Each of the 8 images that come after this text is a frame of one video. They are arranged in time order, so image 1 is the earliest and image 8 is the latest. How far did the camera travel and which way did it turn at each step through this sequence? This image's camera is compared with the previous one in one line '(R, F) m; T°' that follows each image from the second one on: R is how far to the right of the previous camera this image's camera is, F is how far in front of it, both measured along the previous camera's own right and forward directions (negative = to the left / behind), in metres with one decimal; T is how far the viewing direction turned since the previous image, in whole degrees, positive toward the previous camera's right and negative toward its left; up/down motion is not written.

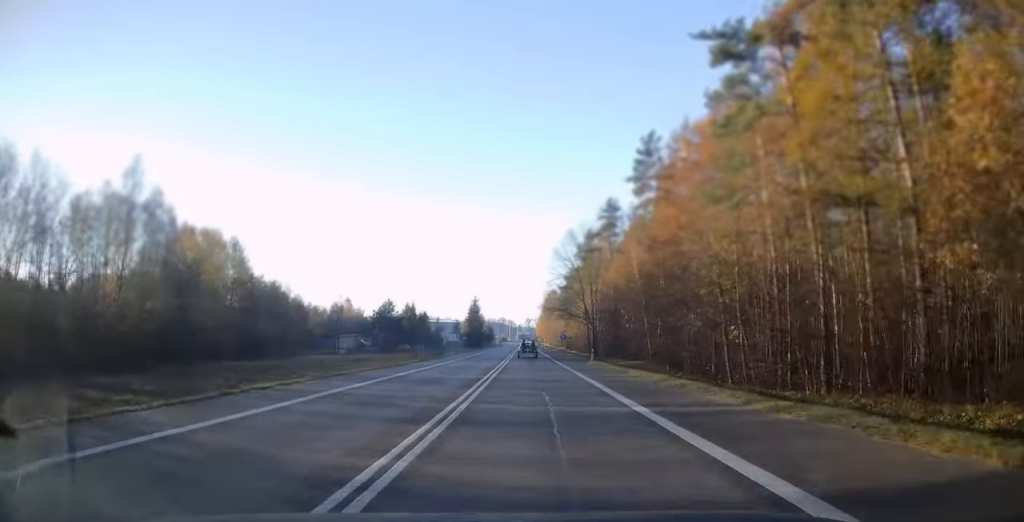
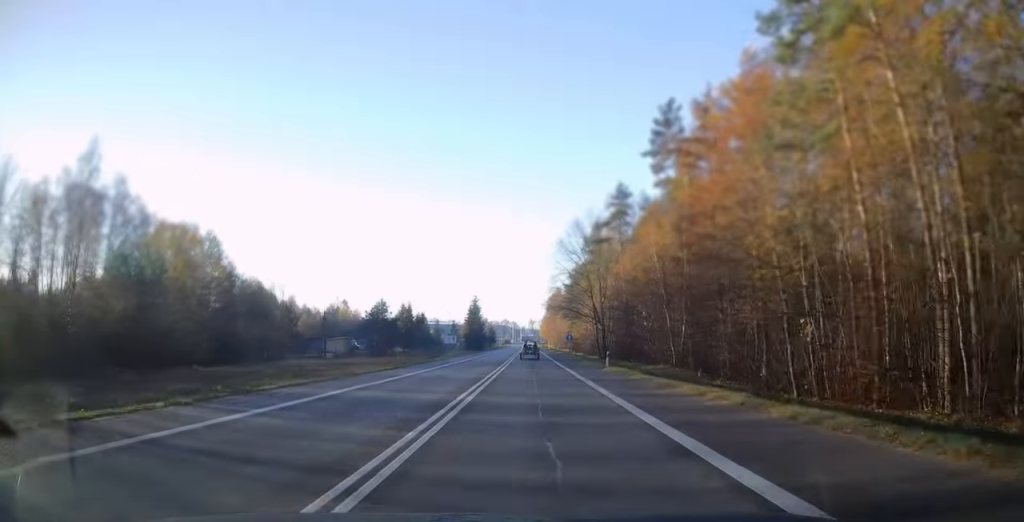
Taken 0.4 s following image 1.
(0.0, +8.1) m; 0°
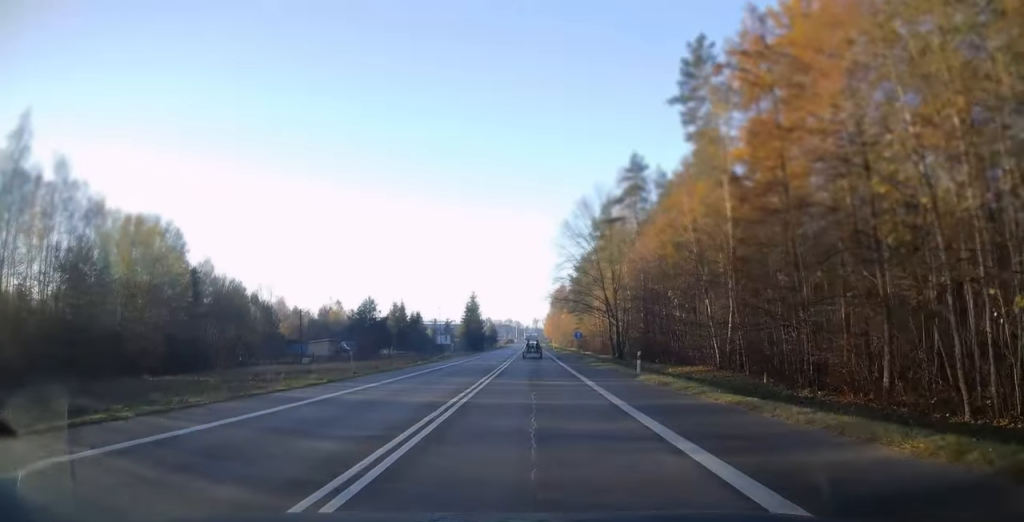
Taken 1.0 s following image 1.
(0.0, +10.7) m; 0°
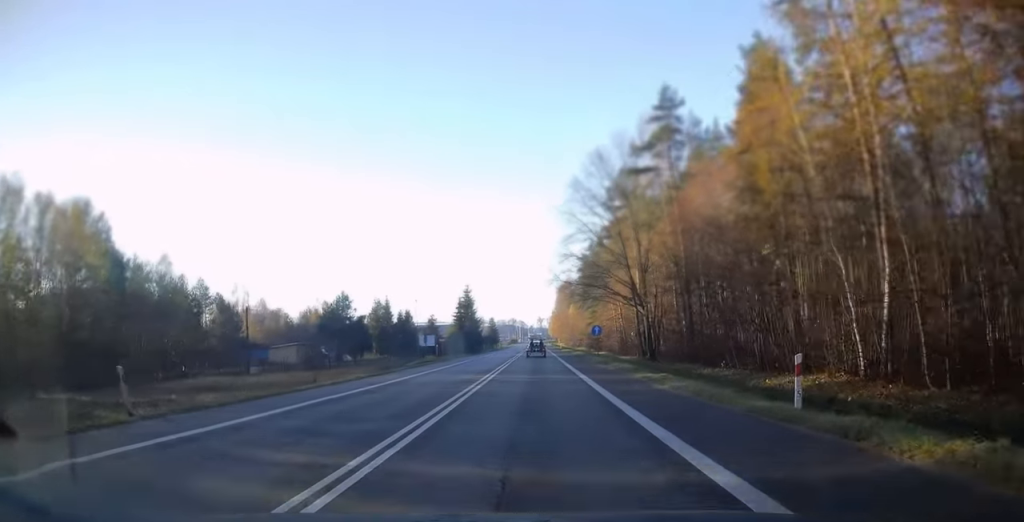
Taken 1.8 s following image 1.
(-0.1, +16.5) m; 0°
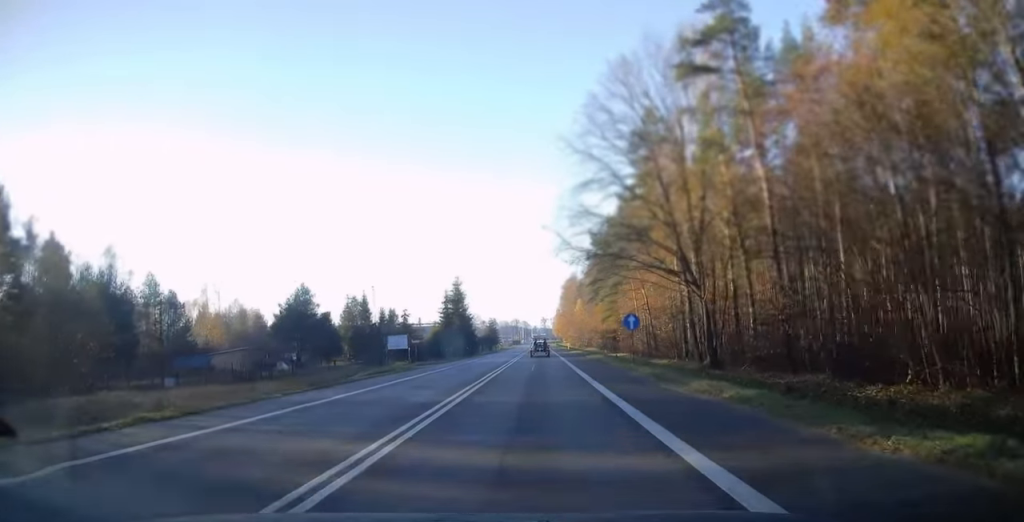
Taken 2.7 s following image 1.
(0.0, +16.8) m; 0°
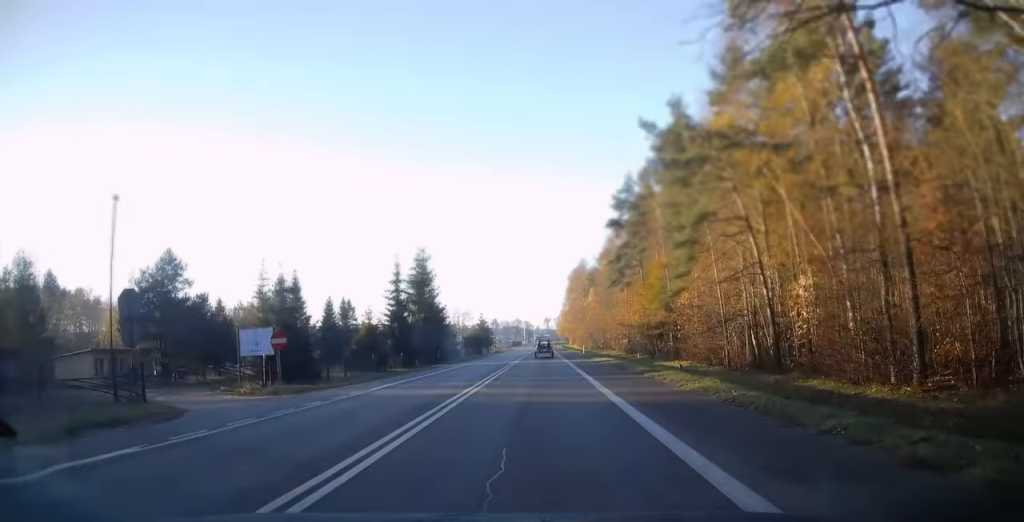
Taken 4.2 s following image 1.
(-0.1, +29.7) m; 0°
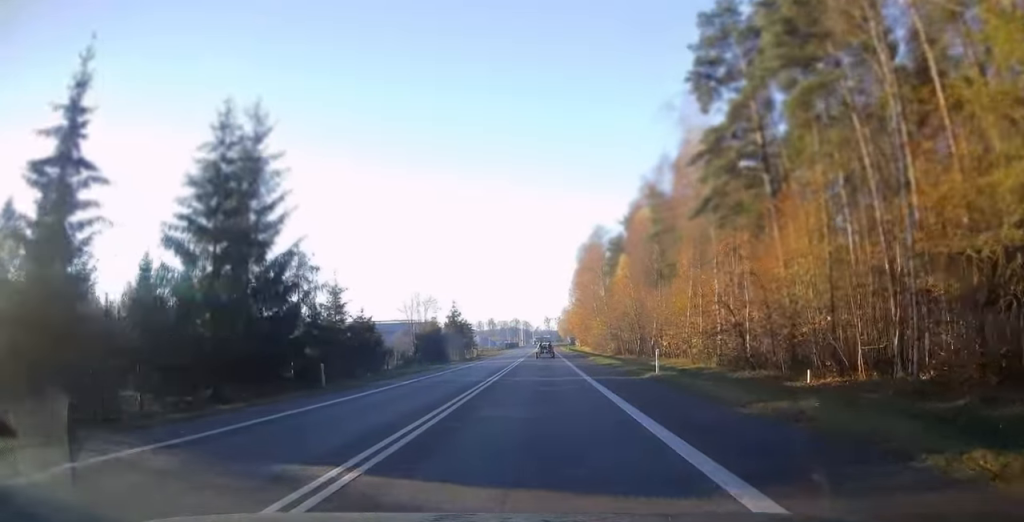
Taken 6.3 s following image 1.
(0.0, +41.1) m; 0°
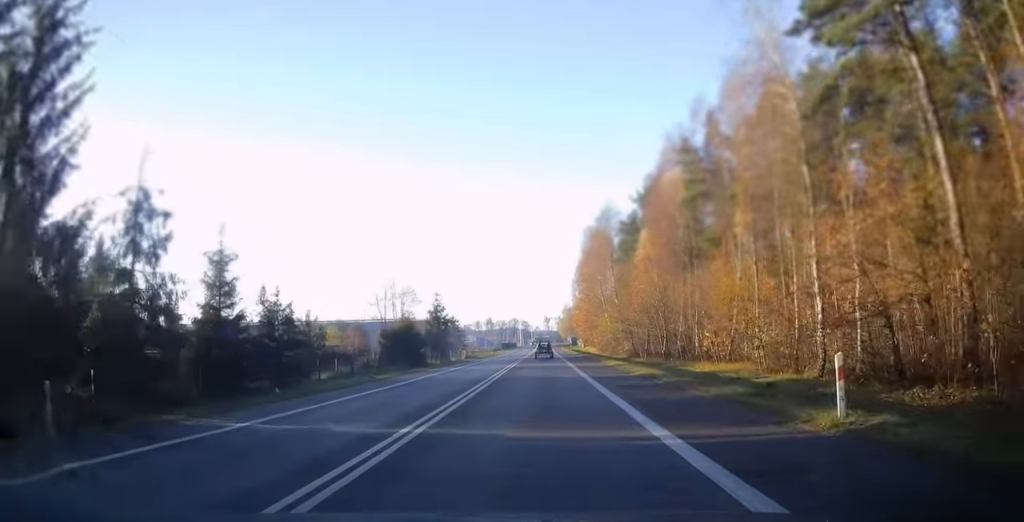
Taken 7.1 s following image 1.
(0.0, +14.4) m; 0°
